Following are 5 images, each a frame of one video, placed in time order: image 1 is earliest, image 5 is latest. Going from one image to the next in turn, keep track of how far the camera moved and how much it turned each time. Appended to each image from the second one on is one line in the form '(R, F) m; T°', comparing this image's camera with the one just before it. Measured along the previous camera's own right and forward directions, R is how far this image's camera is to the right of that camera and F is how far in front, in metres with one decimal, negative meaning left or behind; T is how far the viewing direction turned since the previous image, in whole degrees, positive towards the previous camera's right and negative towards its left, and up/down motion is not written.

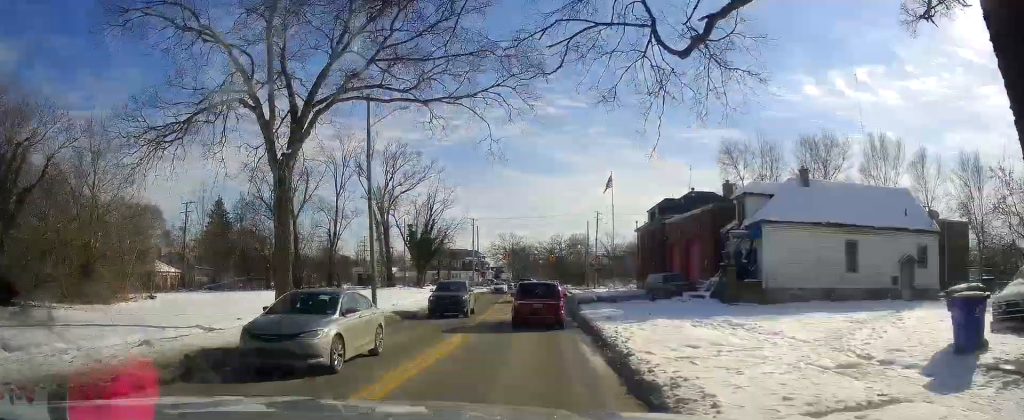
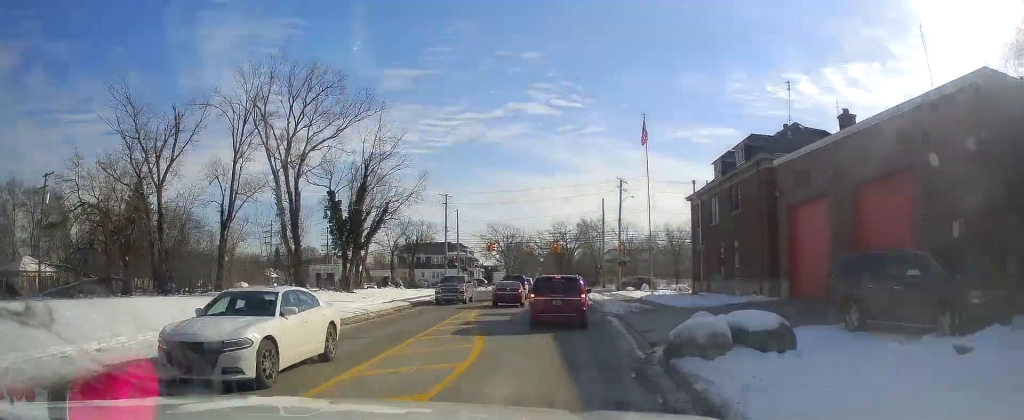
(-0.8, +29.5) m; -2°
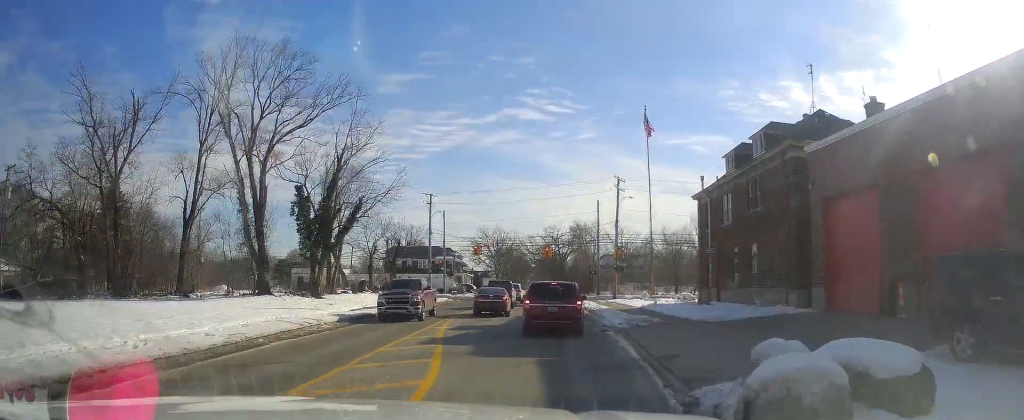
(-0.1, +5.1) m; +1°
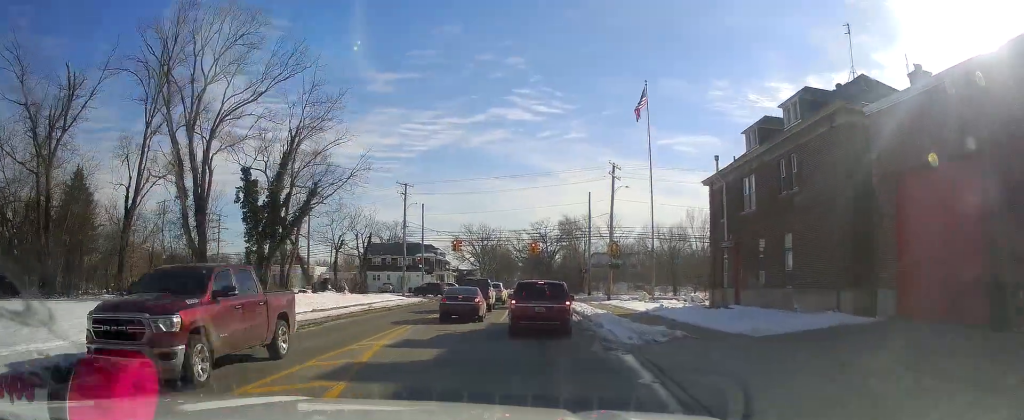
(0.0, +7.0) m; +1°
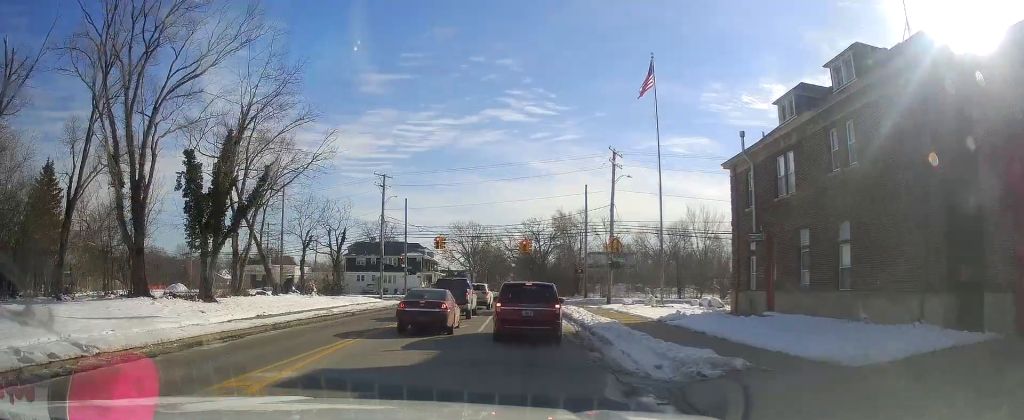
(+0.5, +6.2) m; -2°
